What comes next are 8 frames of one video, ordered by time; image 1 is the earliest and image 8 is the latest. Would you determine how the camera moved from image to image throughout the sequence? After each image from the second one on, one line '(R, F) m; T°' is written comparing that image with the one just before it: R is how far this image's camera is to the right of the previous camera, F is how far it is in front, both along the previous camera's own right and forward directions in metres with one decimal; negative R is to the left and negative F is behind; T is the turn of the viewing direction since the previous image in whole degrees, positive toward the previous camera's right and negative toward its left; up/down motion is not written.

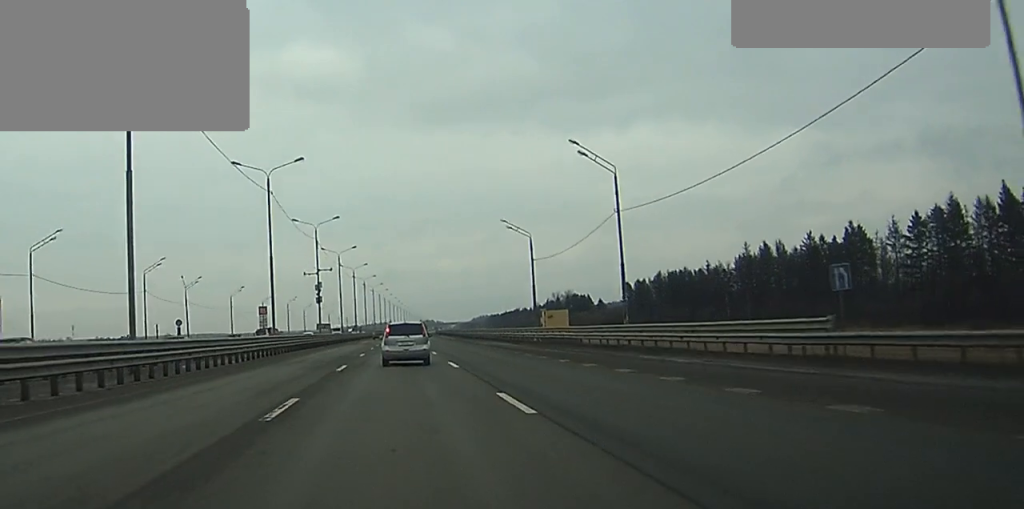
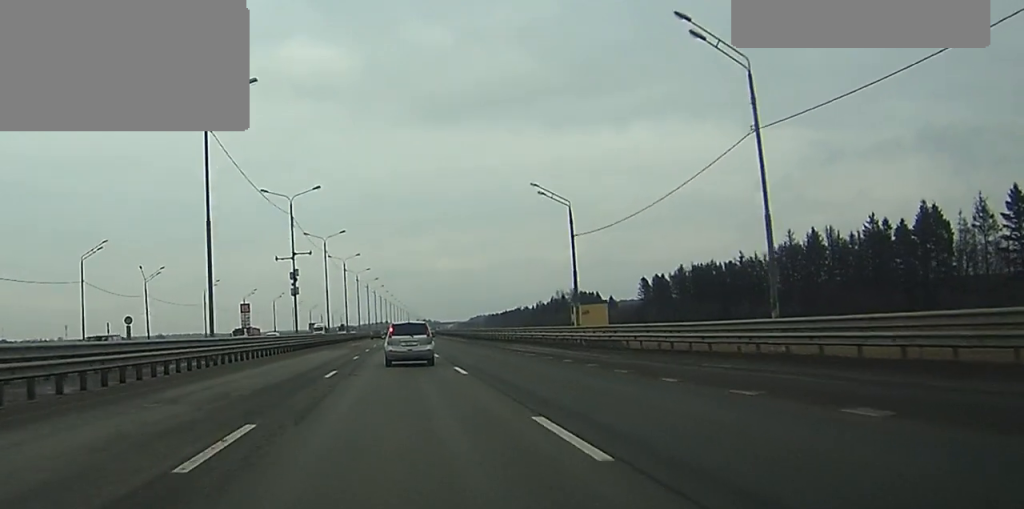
(0.0, +20.5) m; 0°
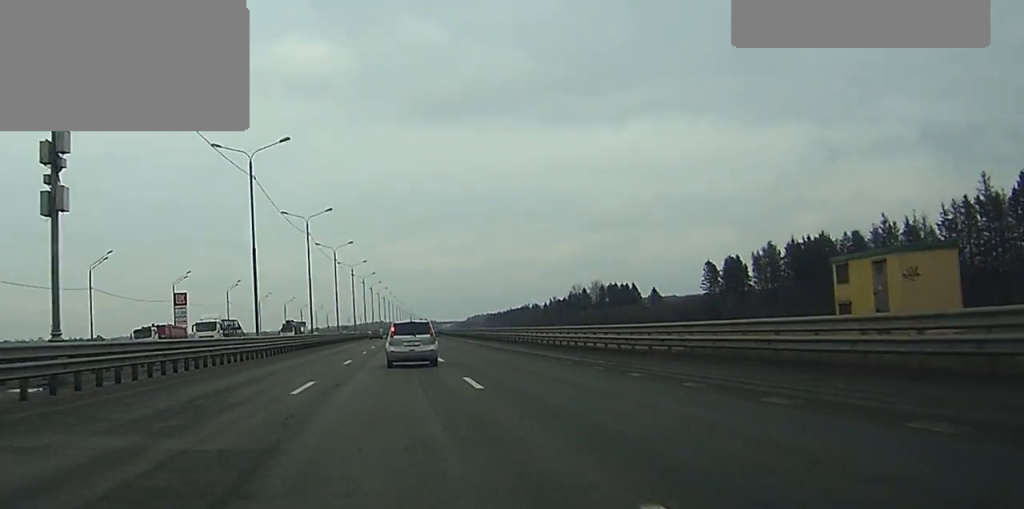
(+0.4, +54.0) m; 0°
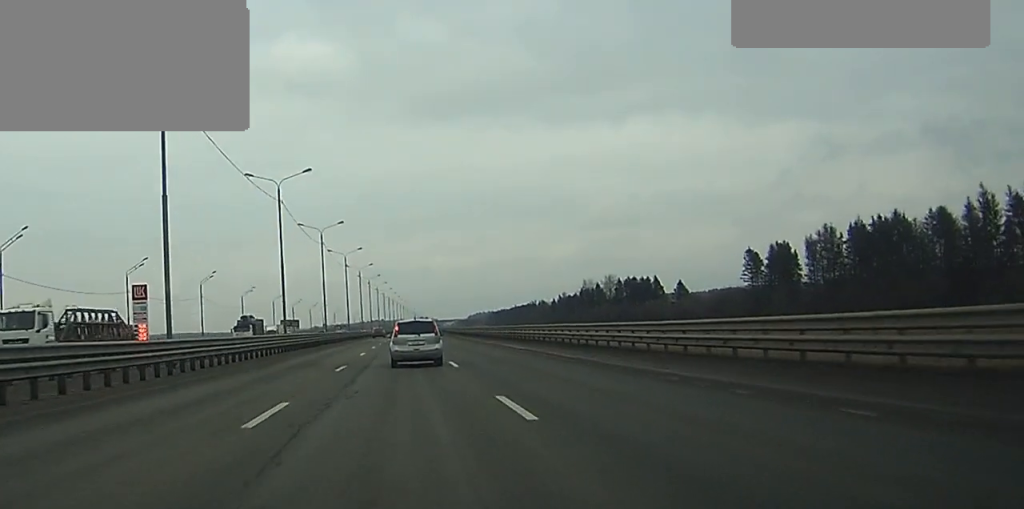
(0.0, +22.3) m; 0°
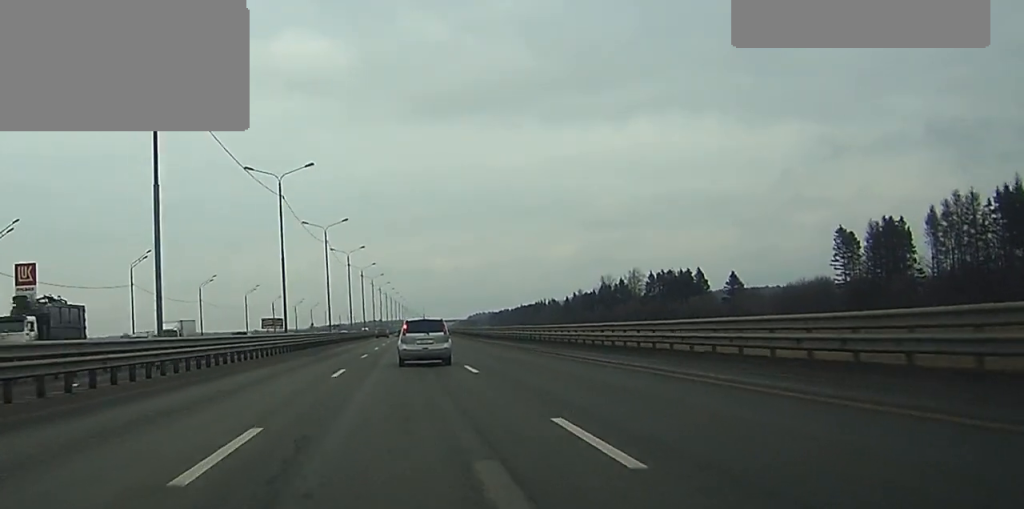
(+0.2, +36.2) m; 0°
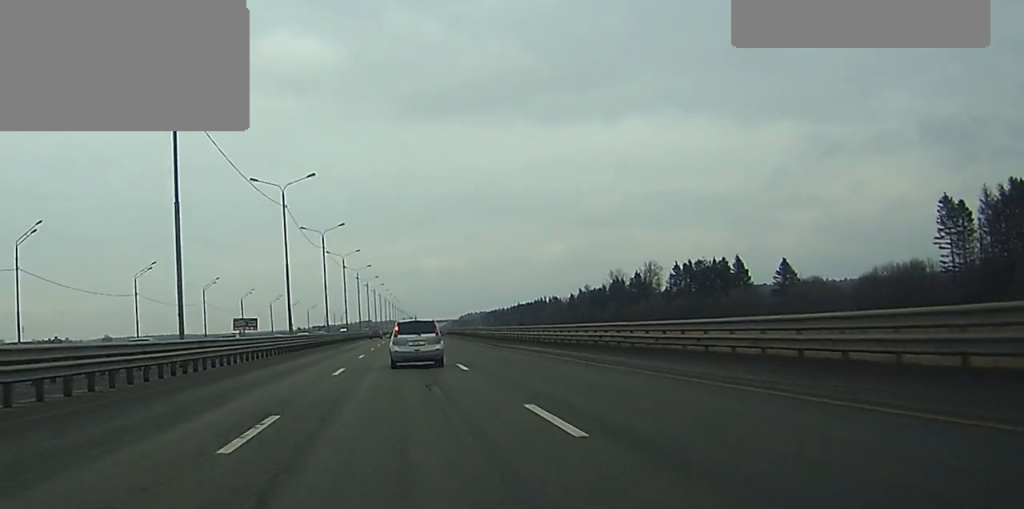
(+0.1, +29.6) m; 0°
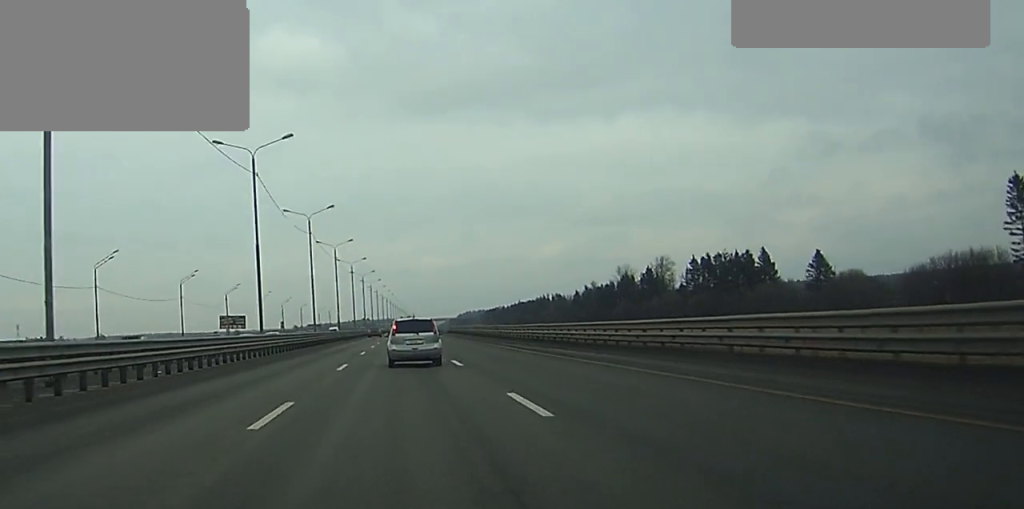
(0.0, +13.9) m; 0°
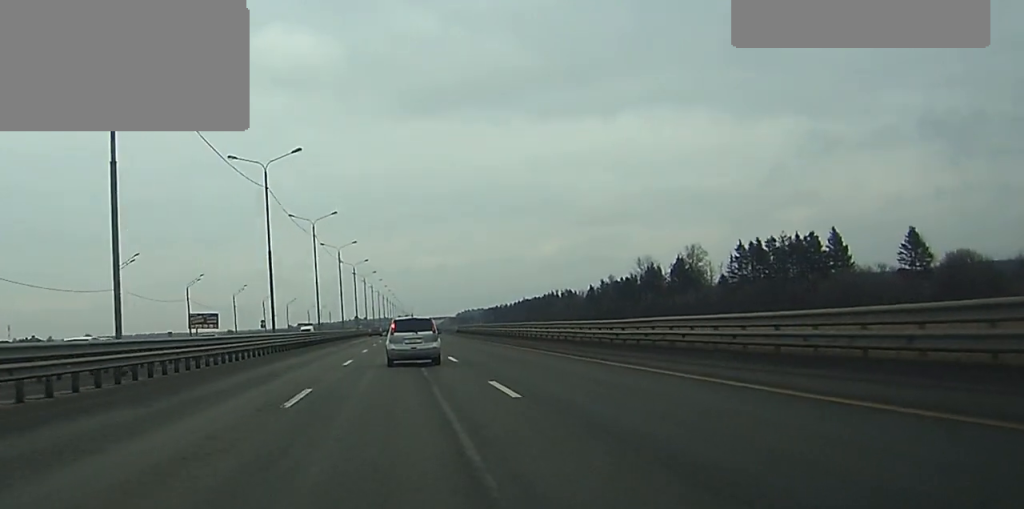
(0.0, +28.7) m; 0°
